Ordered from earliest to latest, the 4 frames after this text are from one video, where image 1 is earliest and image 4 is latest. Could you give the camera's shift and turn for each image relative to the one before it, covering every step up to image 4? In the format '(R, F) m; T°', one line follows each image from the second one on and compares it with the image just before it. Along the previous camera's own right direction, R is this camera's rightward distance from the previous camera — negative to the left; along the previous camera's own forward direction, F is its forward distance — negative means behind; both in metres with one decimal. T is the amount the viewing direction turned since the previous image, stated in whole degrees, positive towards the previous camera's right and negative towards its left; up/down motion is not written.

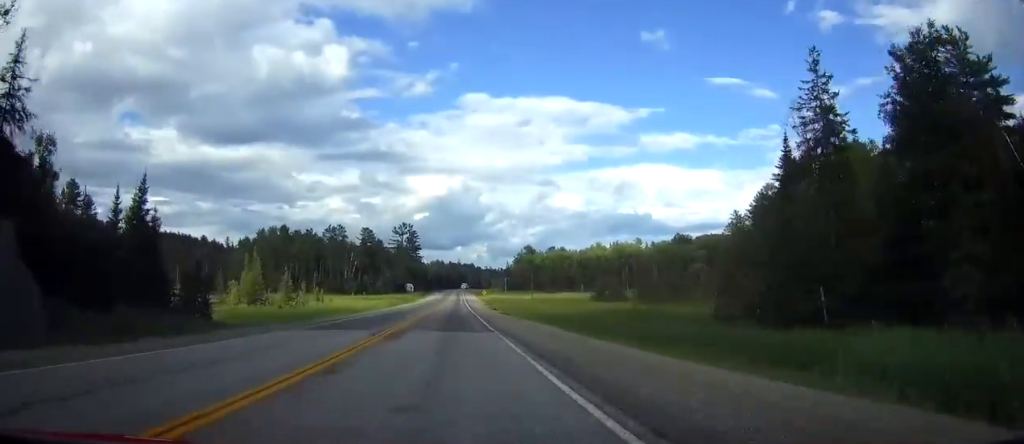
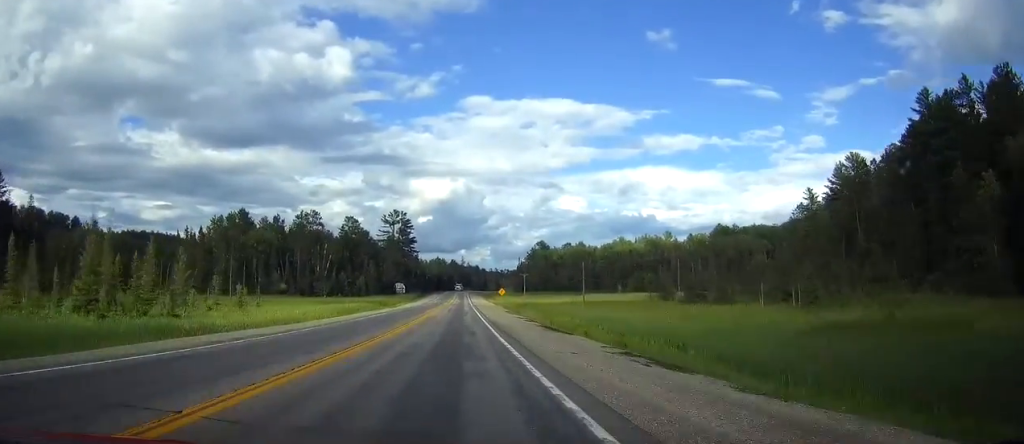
(-0.3, +54.4) m; -1°
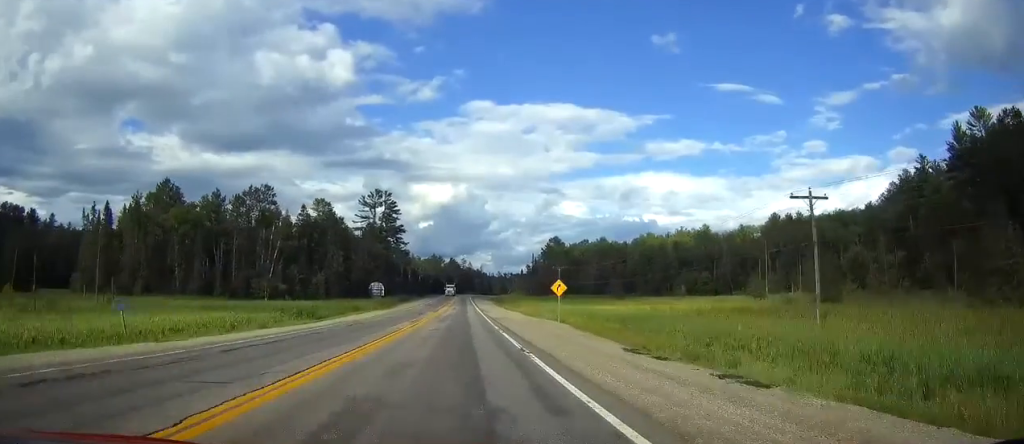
(-0.1, +59.9) m; 0°
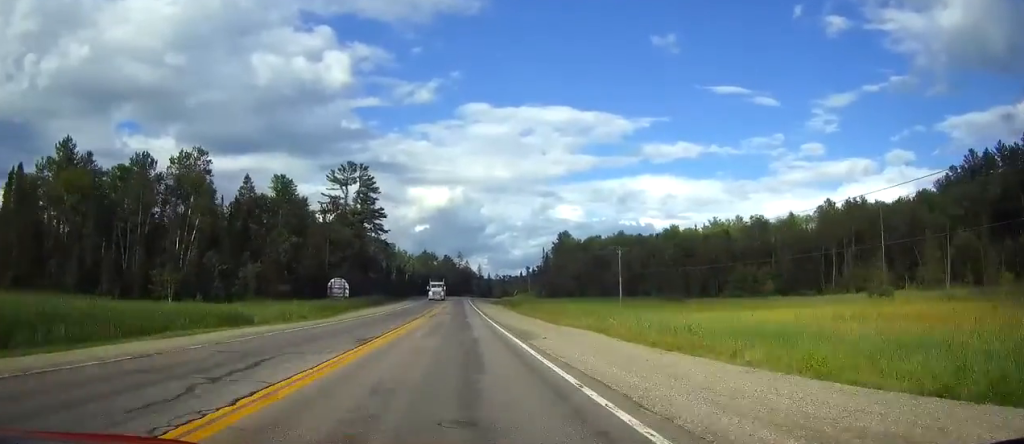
(+0.3, +45.3) m; +1°
